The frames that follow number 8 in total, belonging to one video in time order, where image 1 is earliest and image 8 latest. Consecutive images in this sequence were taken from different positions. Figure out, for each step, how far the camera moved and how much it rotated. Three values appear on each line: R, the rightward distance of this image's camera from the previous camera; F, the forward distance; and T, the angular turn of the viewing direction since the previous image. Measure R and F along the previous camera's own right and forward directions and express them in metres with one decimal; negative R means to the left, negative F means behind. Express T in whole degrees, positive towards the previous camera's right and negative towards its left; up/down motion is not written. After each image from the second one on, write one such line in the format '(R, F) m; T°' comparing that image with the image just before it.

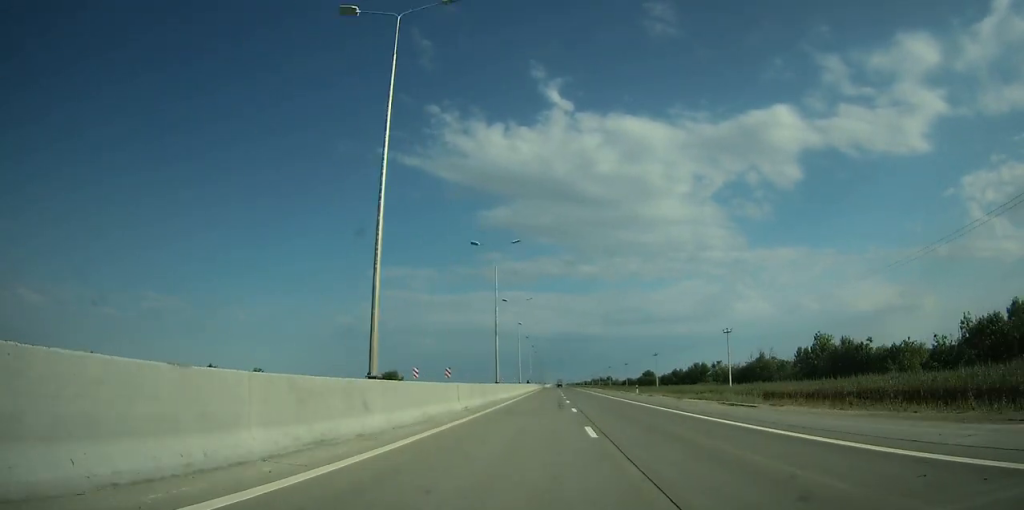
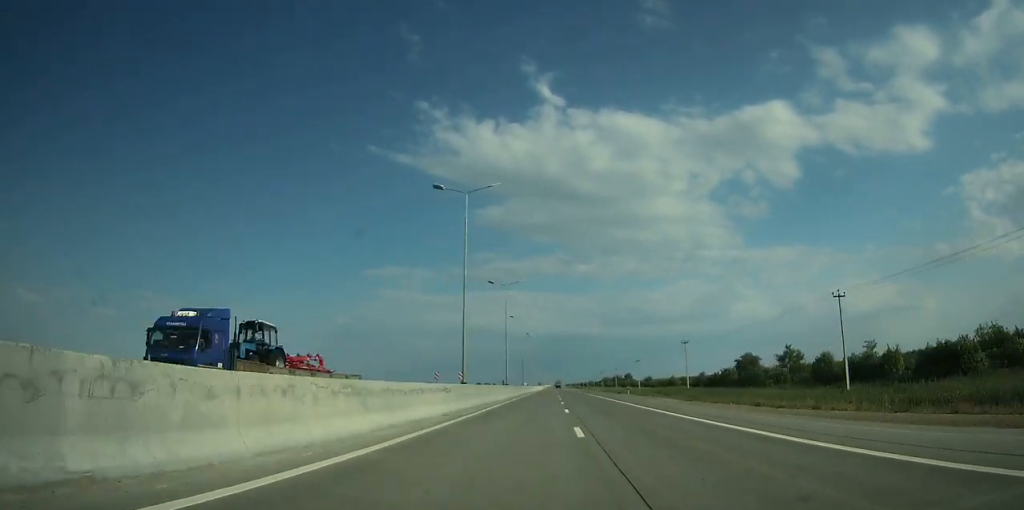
(+0.1, +160.0) m; 0°
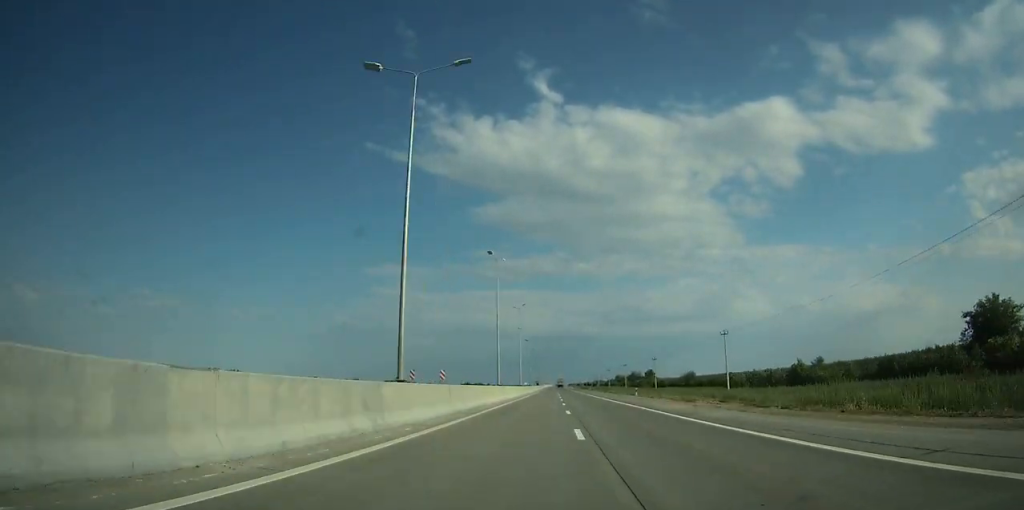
(-0.2, +83.6) m; 0°
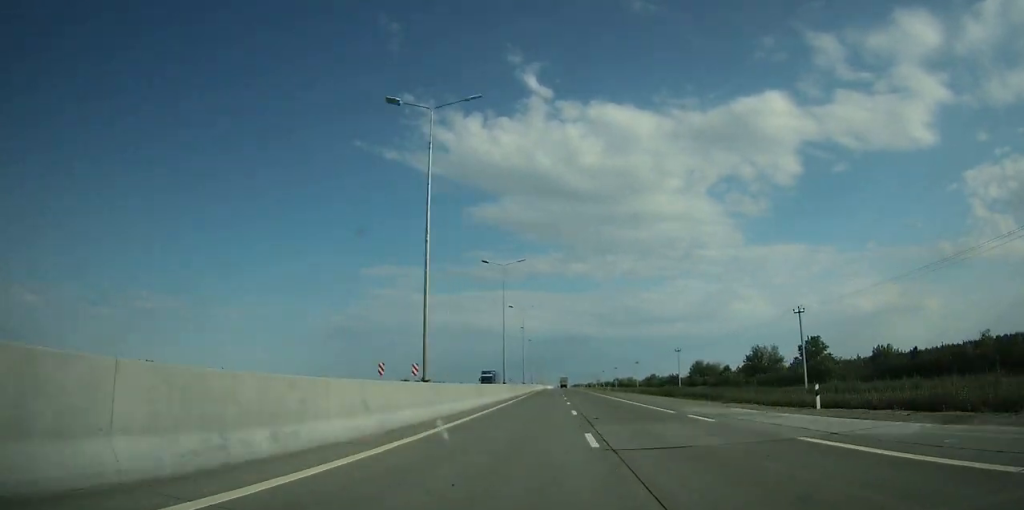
(+0.4, +205.0) m; 0°
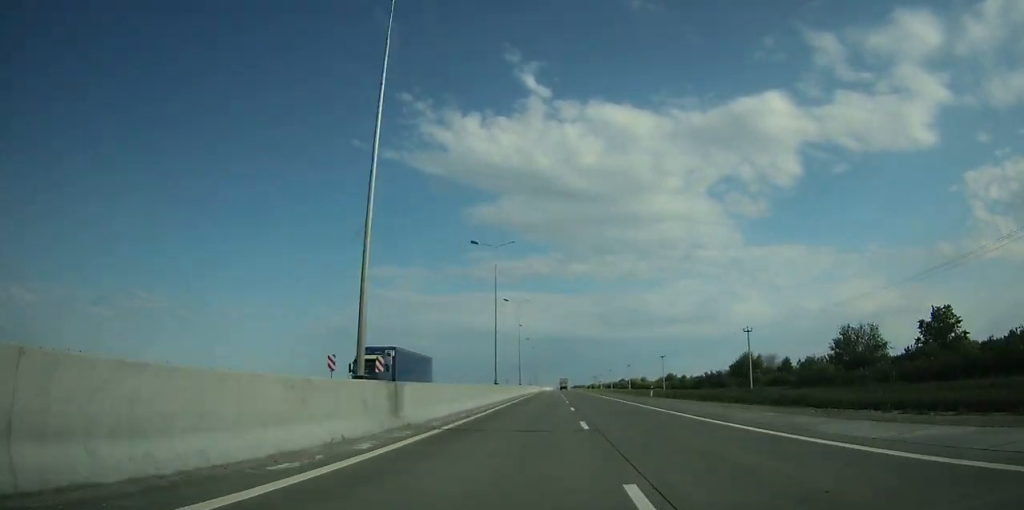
(-0.1, +44.4) m; 0°
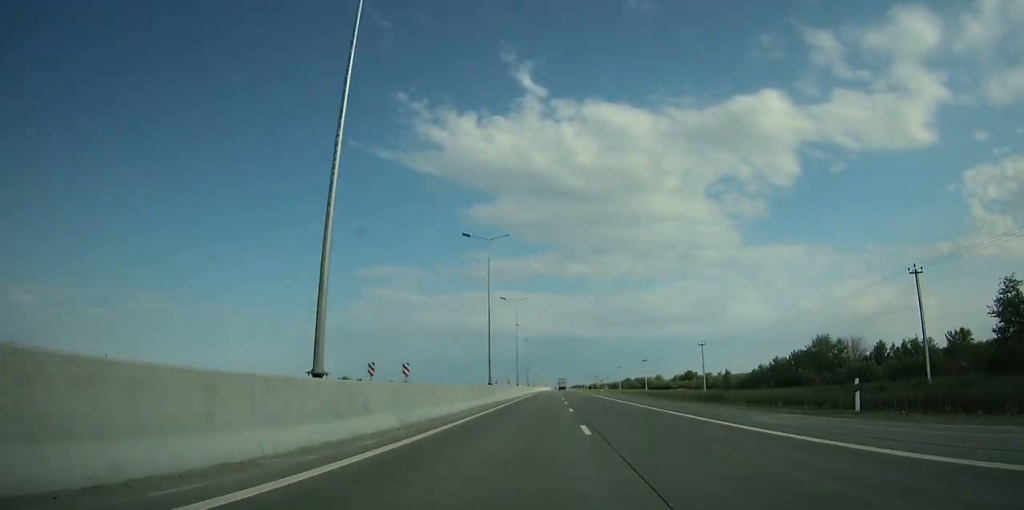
(-0.1, +38.6) m; 0°
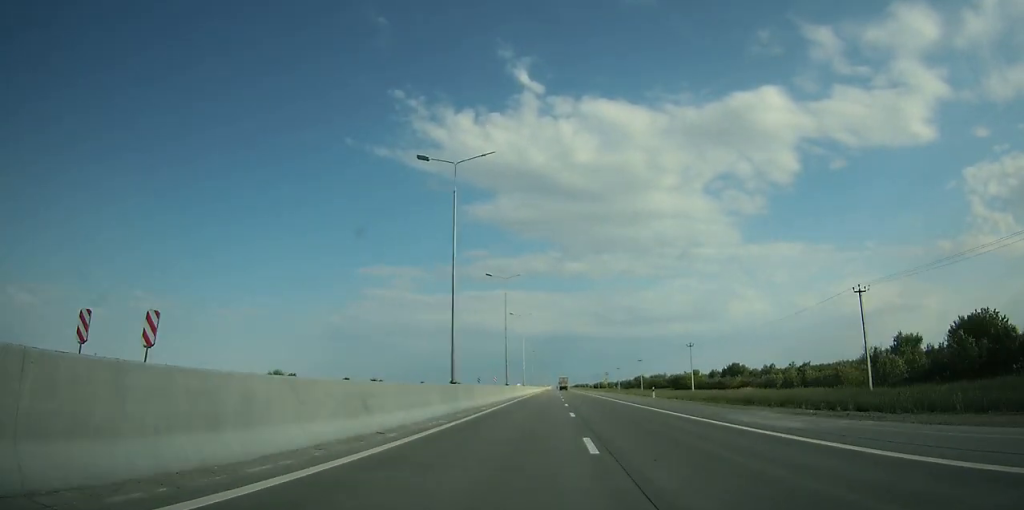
(0.0, +52.4) m; 0°
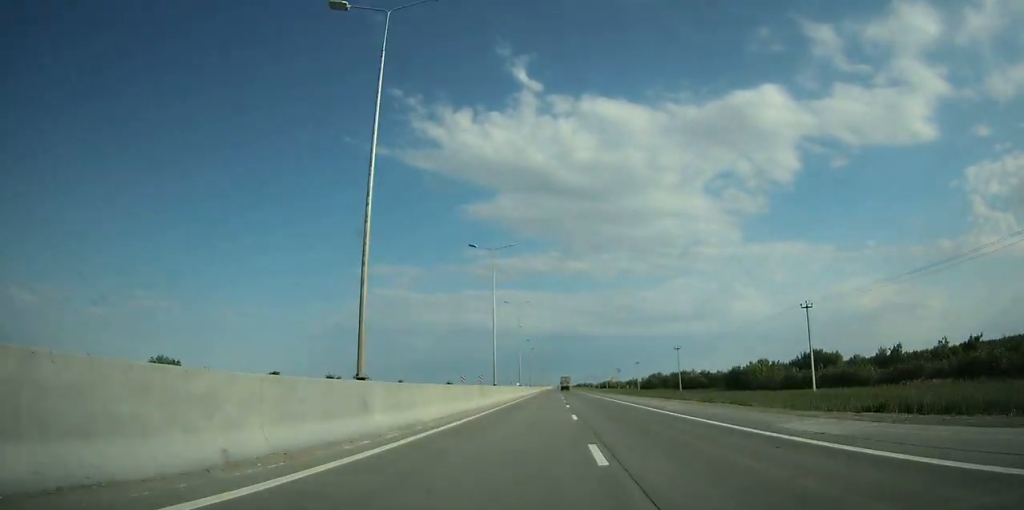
(+0.1, +49.3) m; 0°
